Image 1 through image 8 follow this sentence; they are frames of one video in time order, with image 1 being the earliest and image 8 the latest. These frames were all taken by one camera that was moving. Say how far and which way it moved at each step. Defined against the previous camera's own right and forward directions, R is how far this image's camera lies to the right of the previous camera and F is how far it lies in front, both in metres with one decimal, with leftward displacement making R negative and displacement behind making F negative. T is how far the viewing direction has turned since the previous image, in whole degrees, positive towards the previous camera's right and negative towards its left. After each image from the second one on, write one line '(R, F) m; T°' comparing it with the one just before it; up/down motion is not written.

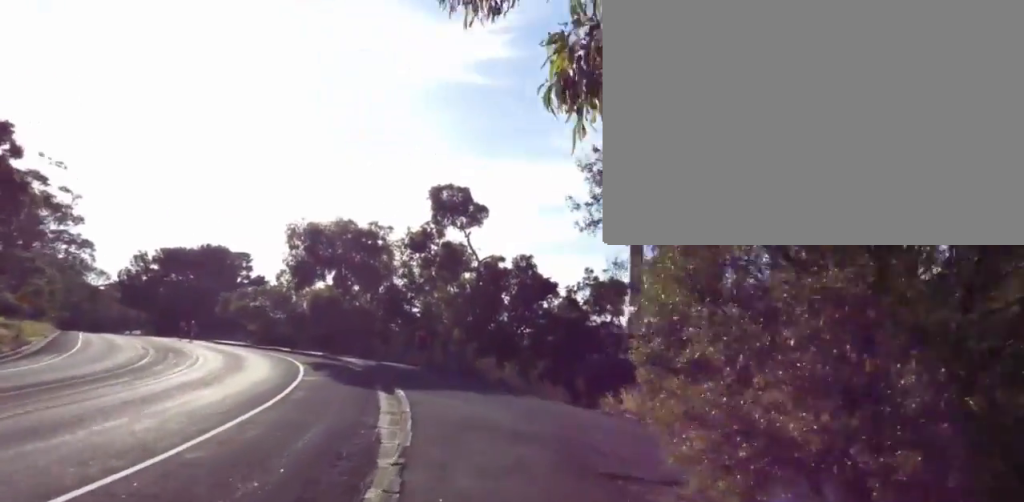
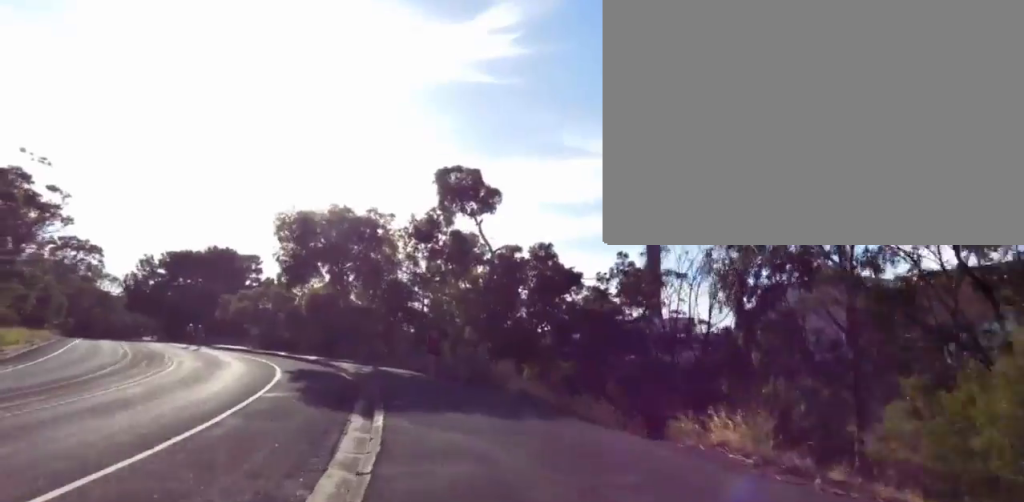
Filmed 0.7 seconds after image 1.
(-0.8, +3.4) m; -1°
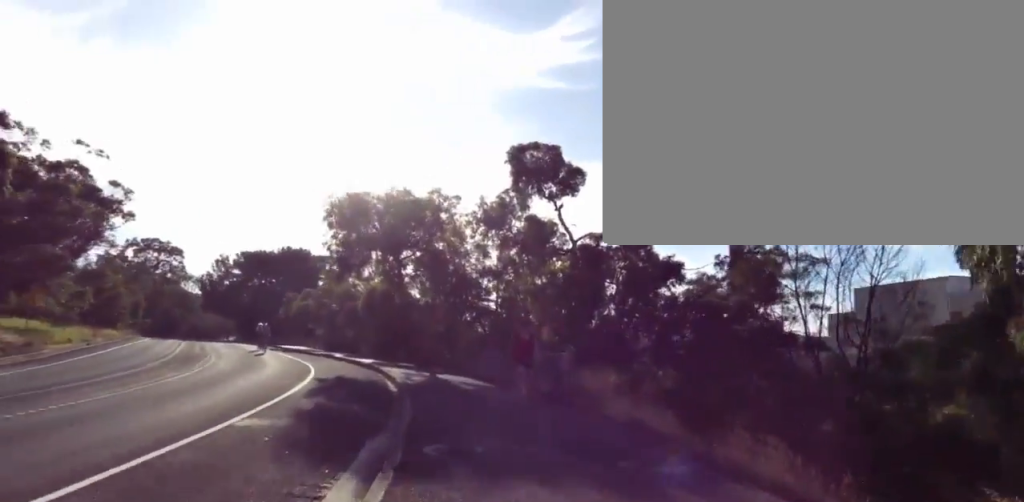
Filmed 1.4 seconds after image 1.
(0.0, +4.0) m; 0°
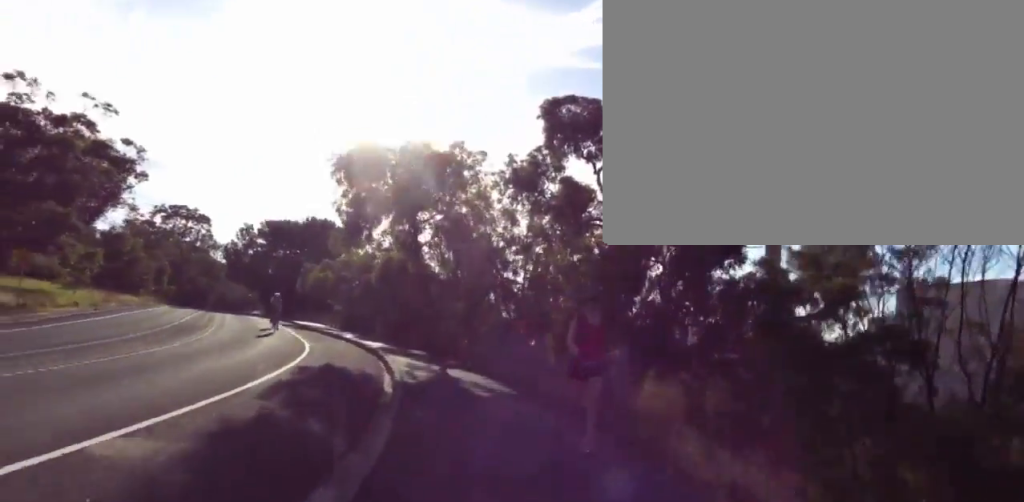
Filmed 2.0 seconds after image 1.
(+0.7, +2.8) m; 0°
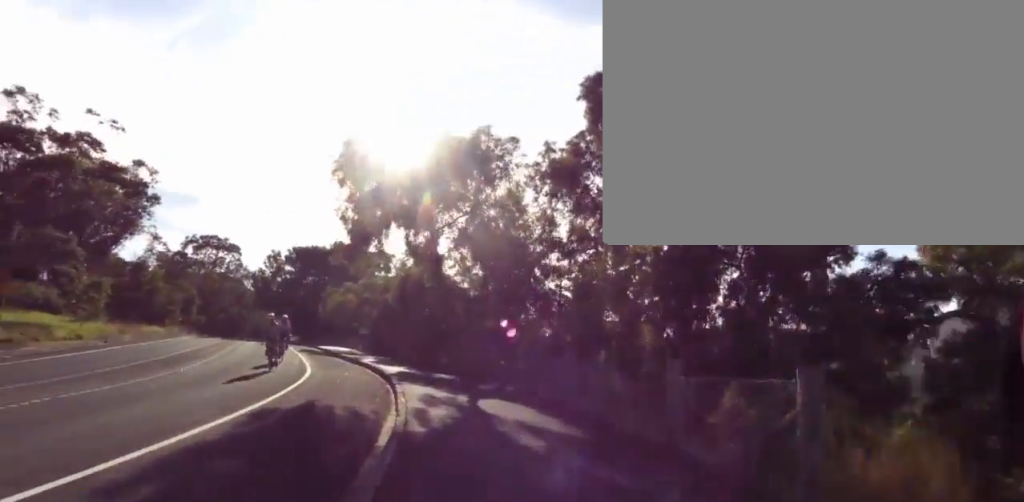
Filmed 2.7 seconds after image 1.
(-0.7, +3.8) m; -1°
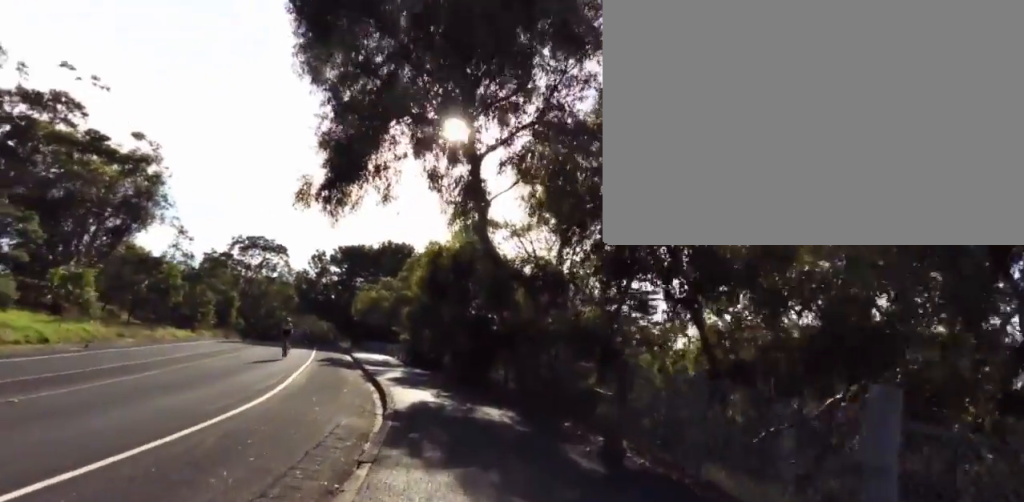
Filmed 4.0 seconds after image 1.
(+0.6, +8.0) m; -4°
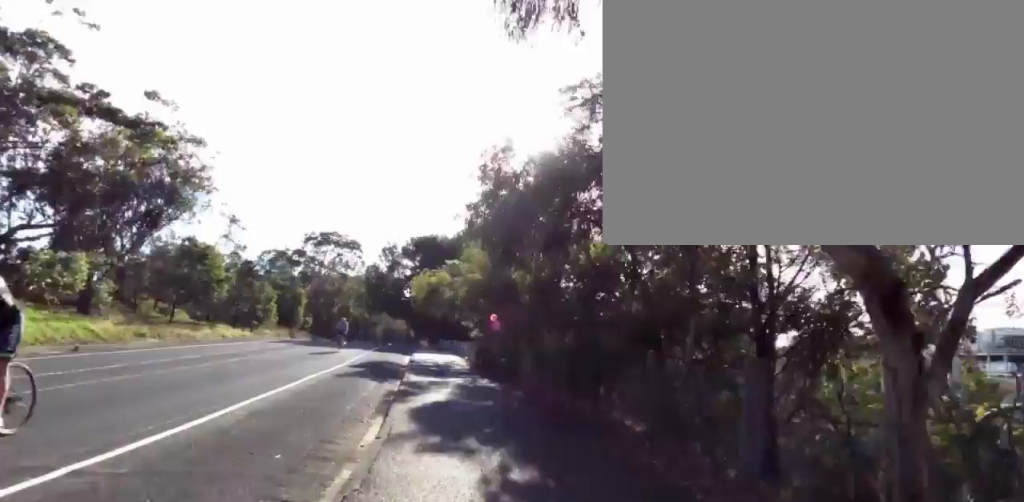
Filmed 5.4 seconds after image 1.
(-2.9, +7.7) m; -29°
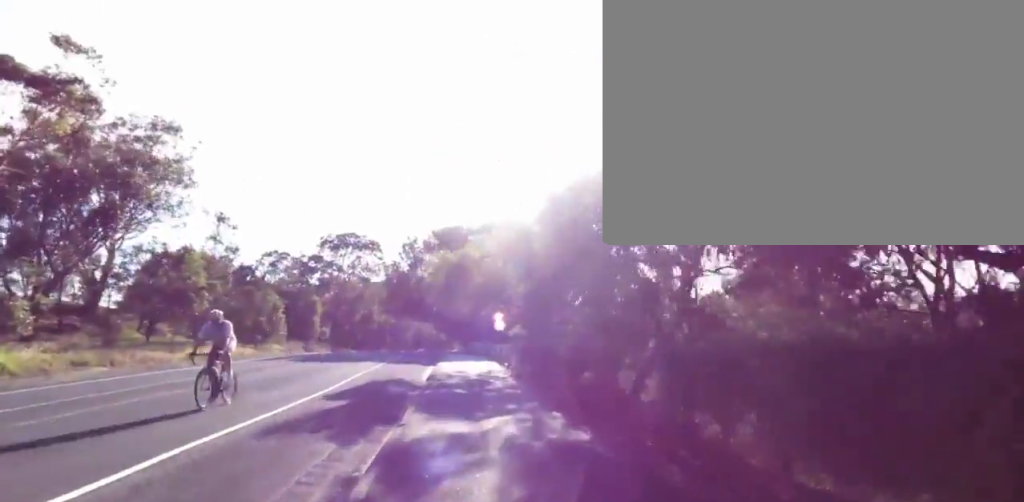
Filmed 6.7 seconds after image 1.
(0.0, +7.4) m; +10°
